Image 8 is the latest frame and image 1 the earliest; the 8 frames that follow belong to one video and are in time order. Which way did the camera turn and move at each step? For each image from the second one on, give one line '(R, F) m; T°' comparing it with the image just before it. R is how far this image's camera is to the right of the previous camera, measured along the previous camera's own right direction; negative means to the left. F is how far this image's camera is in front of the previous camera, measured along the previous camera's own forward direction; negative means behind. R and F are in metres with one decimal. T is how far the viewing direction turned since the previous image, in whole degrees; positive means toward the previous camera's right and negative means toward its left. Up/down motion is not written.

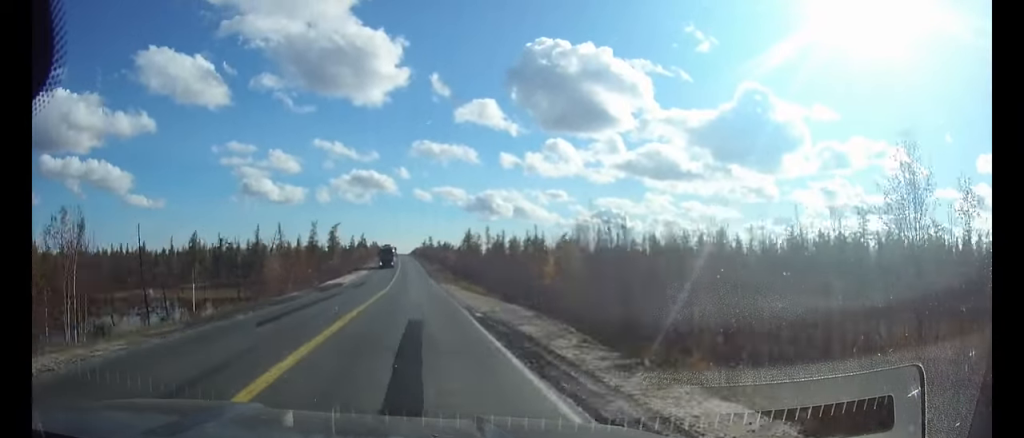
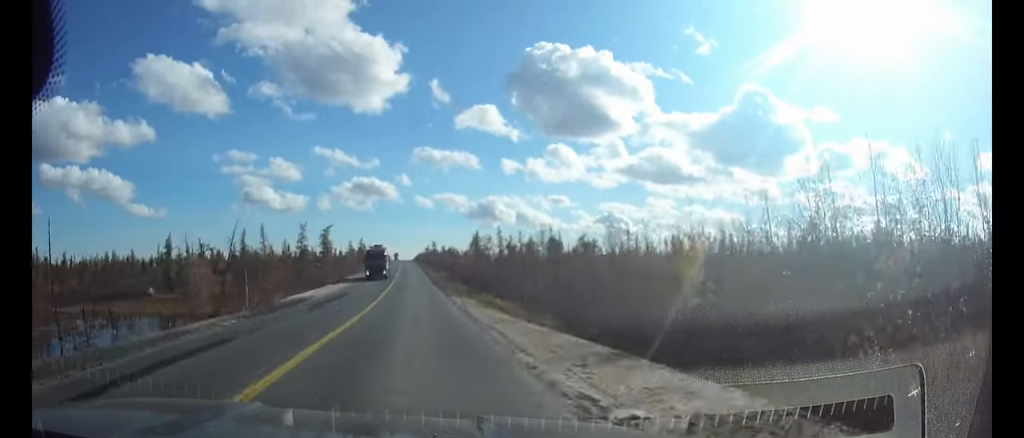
(-0.1, +15.4) m; 0°
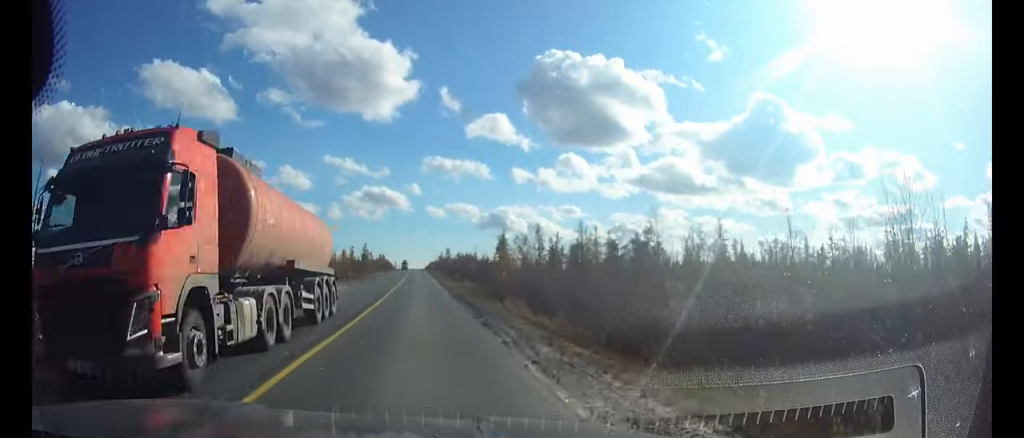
(-0.2, +28.0) m; -1°
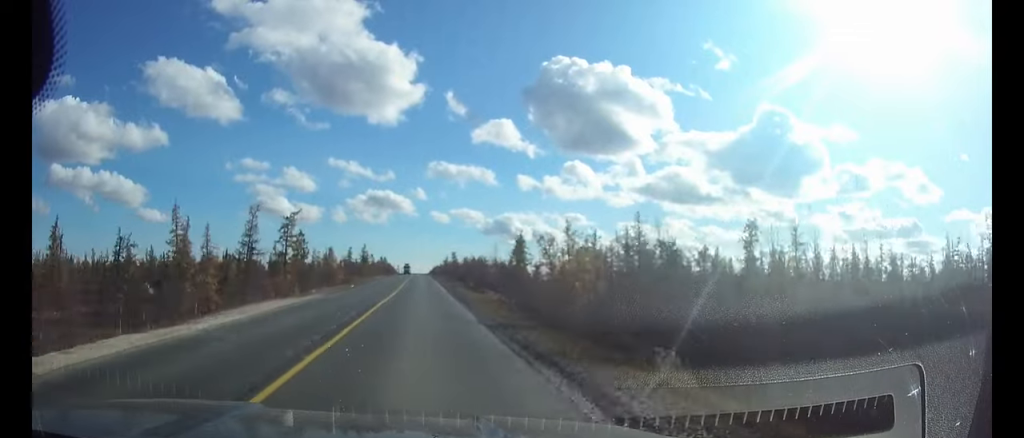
(-0.1, +14.7) m; 0°
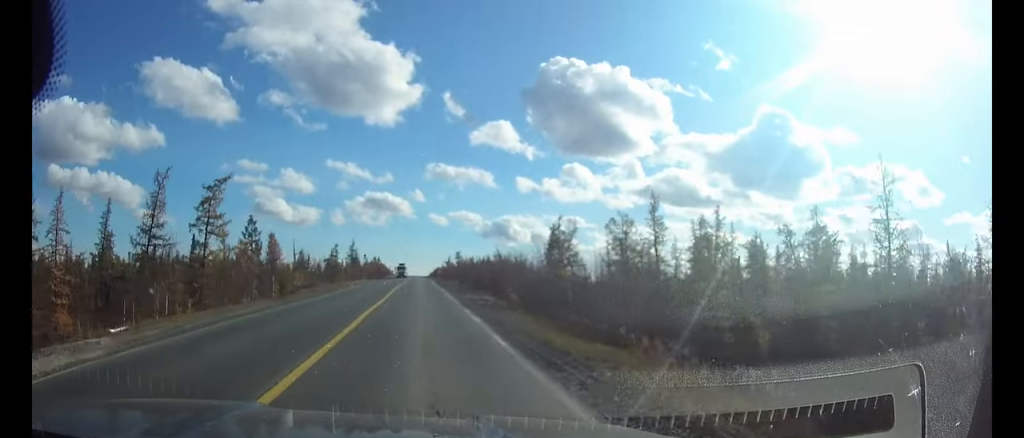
(-0.1, +27.8) m; 0°
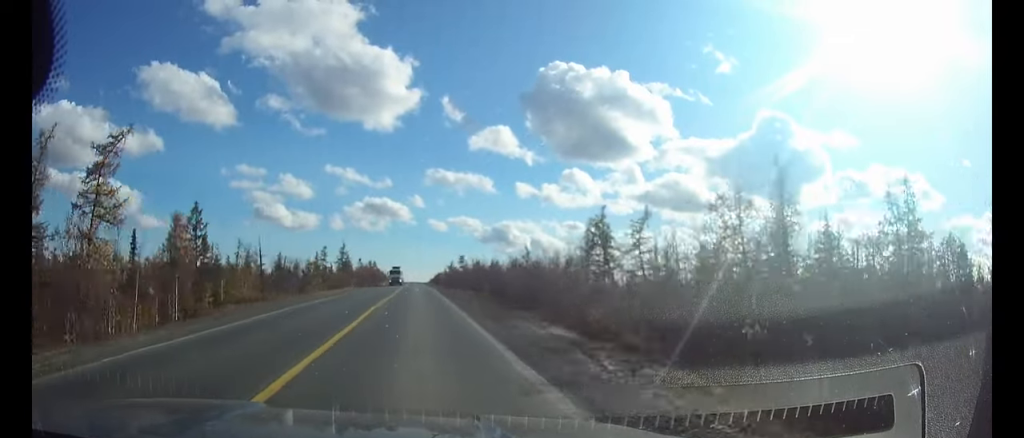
(0.0, +18.7) m; 0°
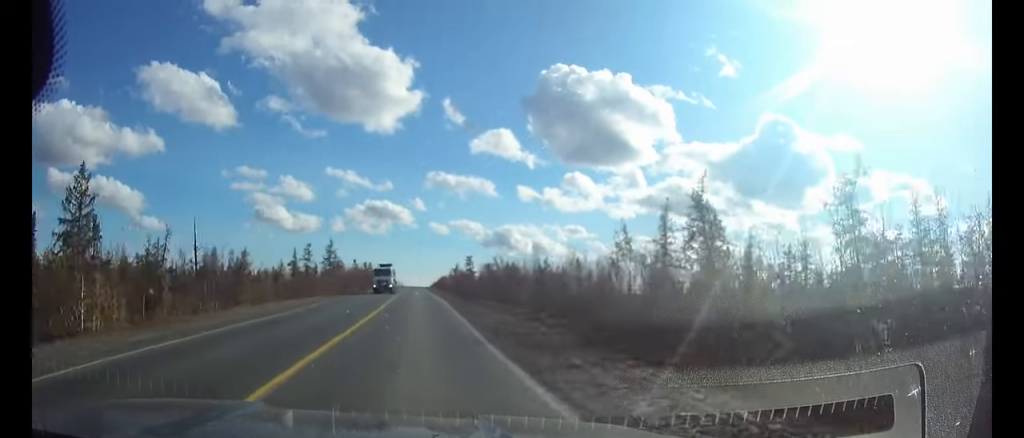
(0.0, +22.2) m; 0°
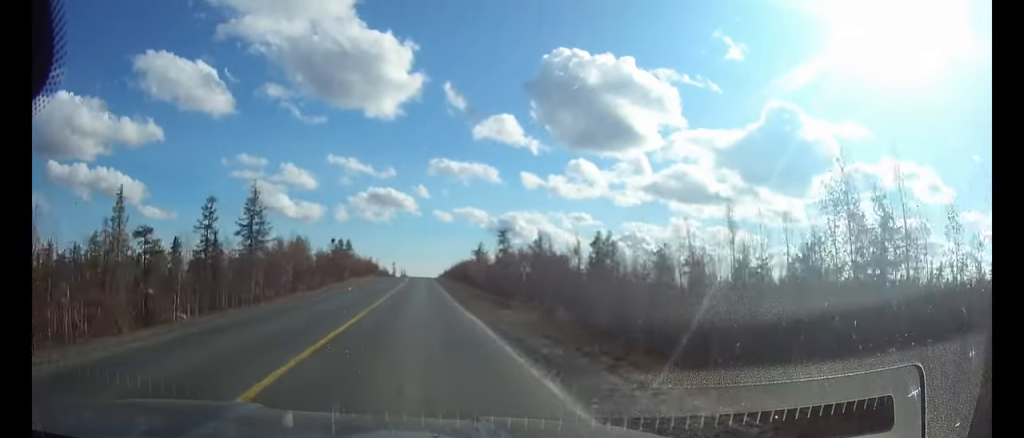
(-0.1, +61.9) m; 0°
